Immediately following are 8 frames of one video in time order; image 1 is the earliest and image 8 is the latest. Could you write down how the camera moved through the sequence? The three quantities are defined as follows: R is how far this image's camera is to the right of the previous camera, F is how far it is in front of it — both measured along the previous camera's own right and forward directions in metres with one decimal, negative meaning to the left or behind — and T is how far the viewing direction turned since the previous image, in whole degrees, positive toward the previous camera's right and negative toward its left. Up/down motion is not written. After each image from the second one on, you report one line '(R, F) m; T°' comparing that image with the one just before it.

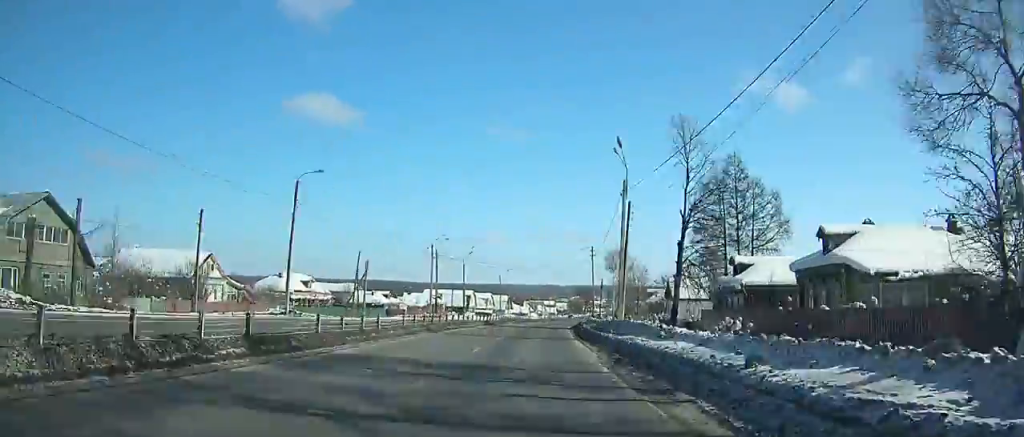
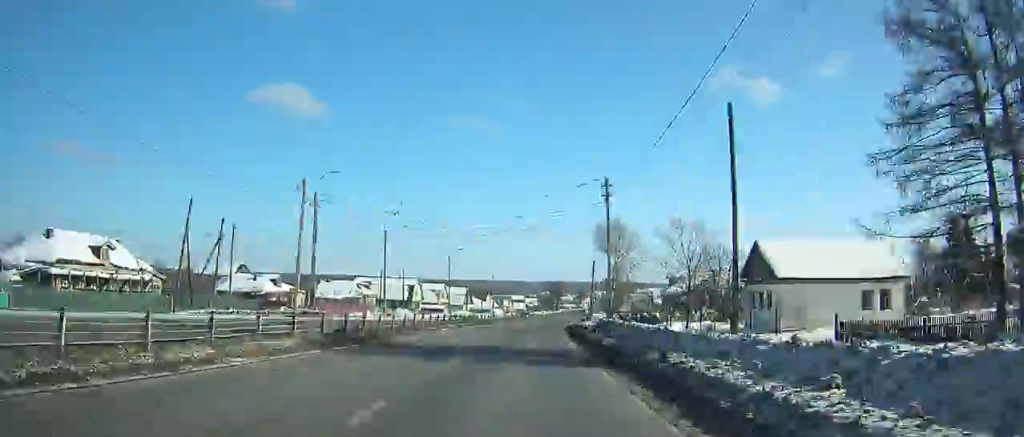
(+1.5, +35.5) m; +3°
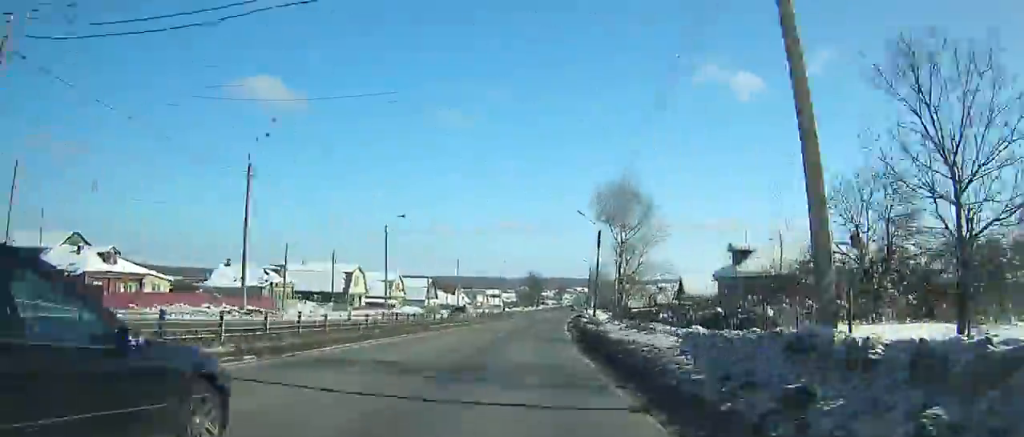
(+0.1, +26.3) m; +2°
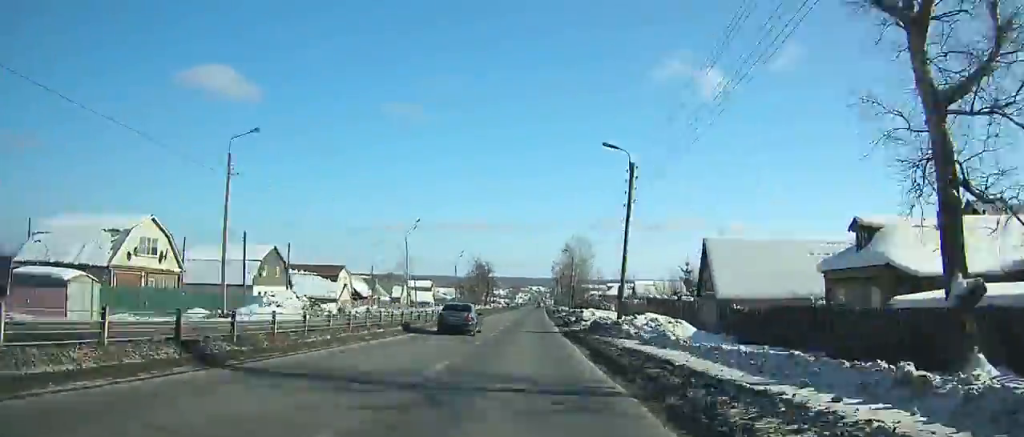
(+2.4, +63.3) m; +3°
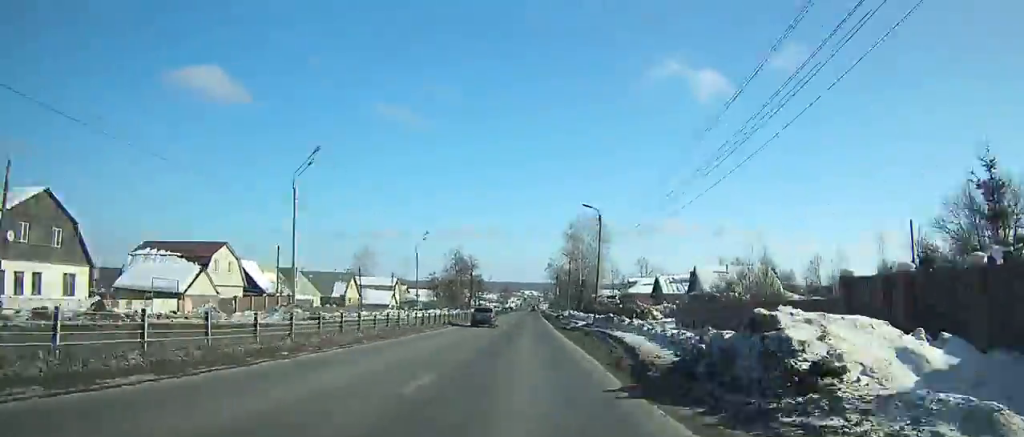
(+0.4, +35.1) m; +1°
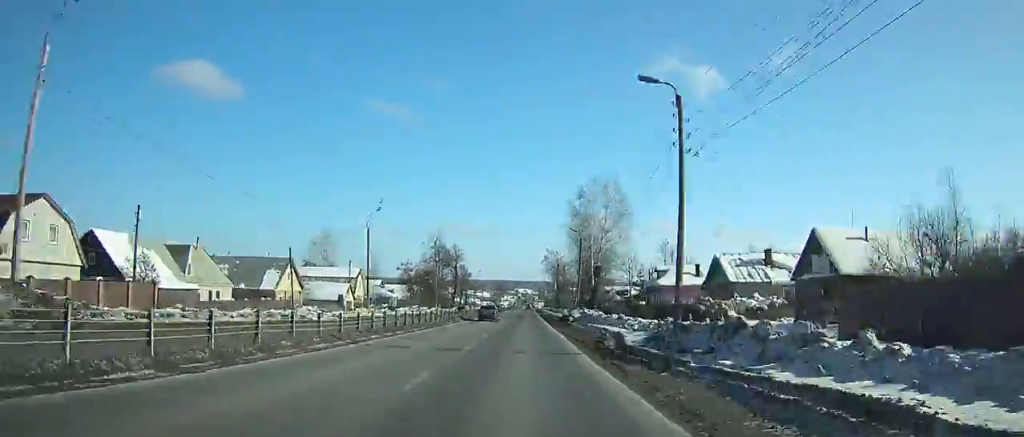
(+0.1, +23.5) m; 0°
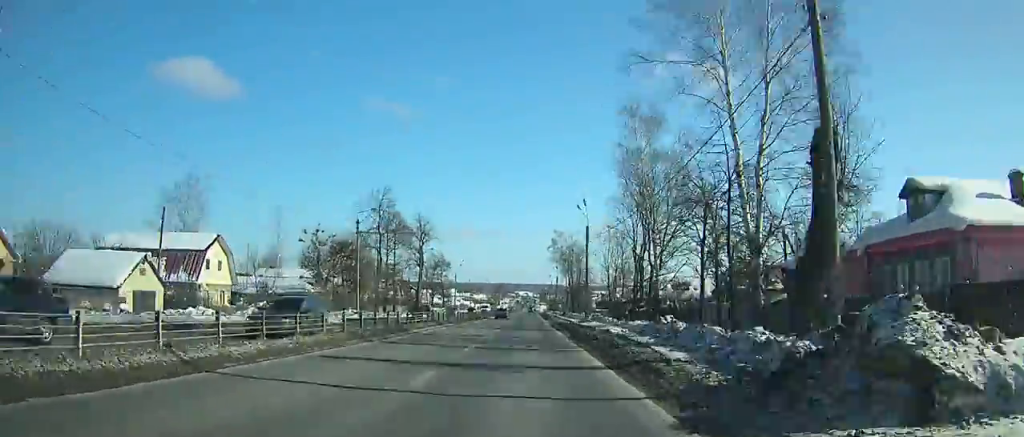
(+0.5, +47.1) m; 0°
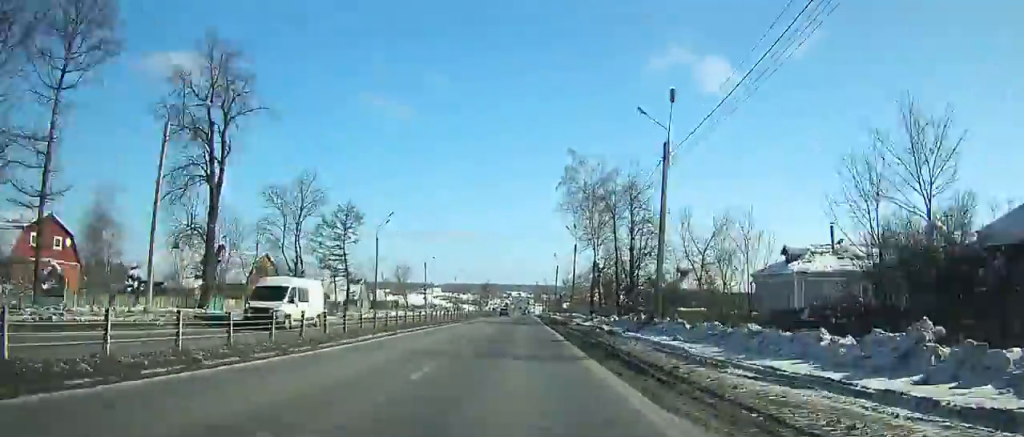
(-0.2, +62.7) m; 0°
